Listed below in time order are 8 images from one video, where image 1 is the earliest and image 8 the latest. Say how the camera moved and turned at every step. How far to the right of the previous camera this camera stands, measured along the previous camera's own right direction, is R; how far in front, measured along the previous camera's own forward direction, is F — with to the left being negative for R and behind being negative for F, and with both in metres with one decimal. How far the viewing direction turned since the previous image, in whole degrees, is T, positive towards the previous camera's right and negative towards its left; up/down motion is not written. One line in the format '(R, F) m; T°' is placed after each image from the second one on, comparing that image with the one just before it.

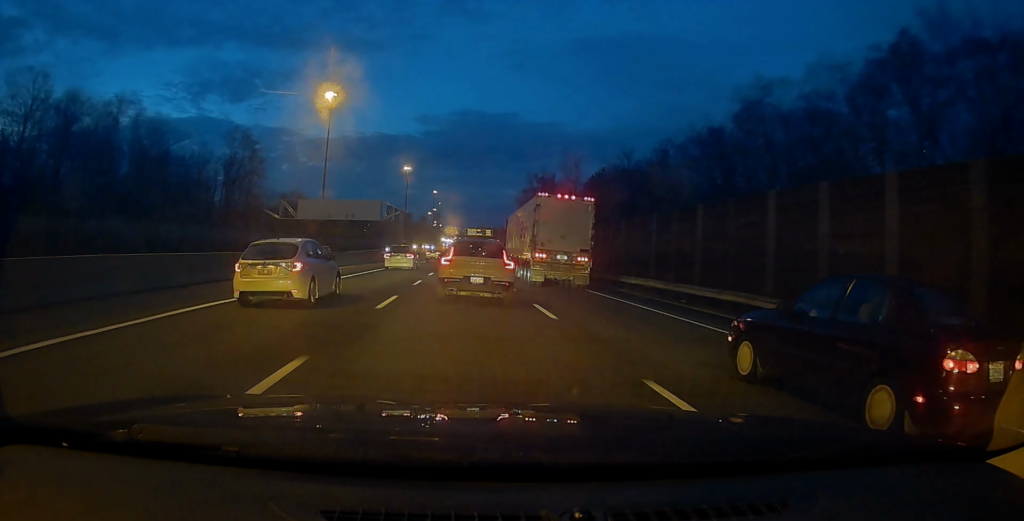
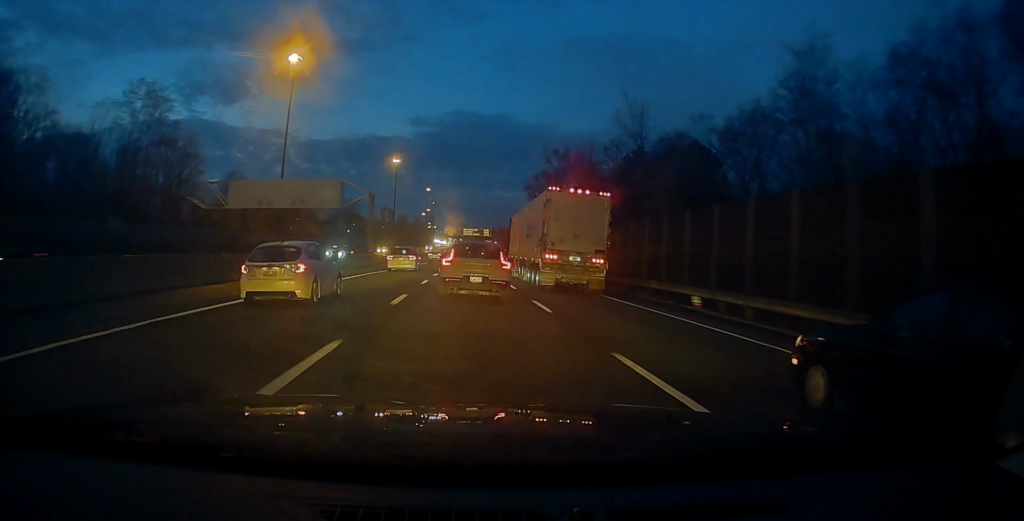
(0.0, +26.2) m; 0°
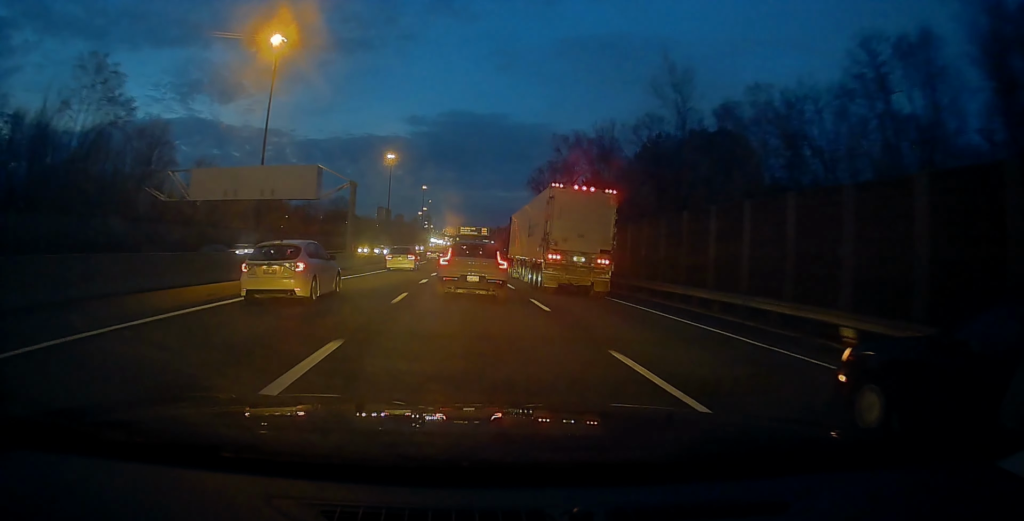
(0.0, +8.9) m; 0°
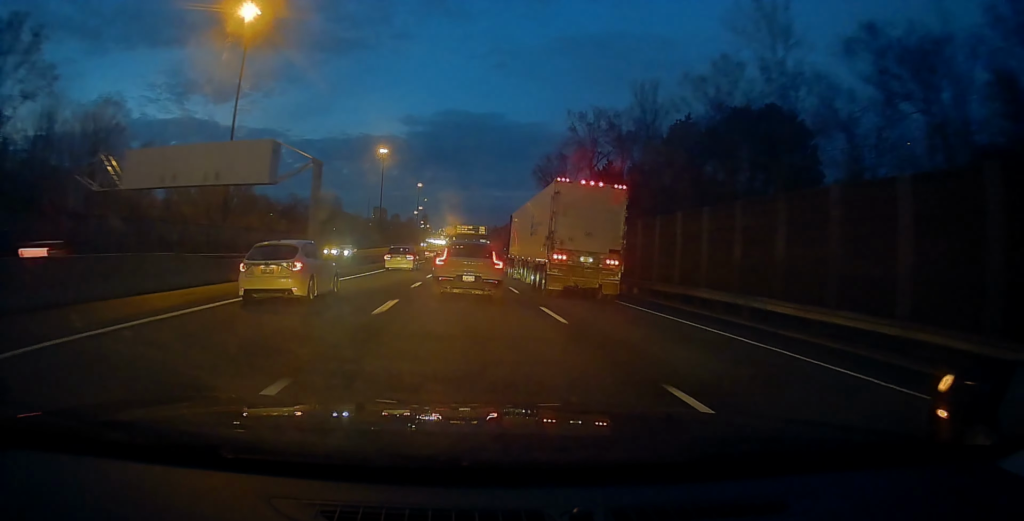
(0.0, +11.6) m; -1°
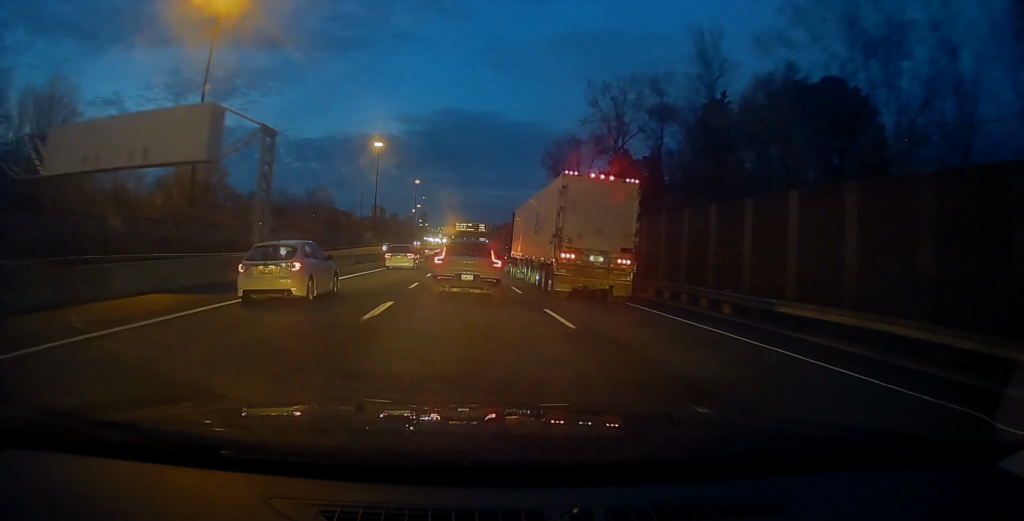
(0.0, +9.9) m; 0°
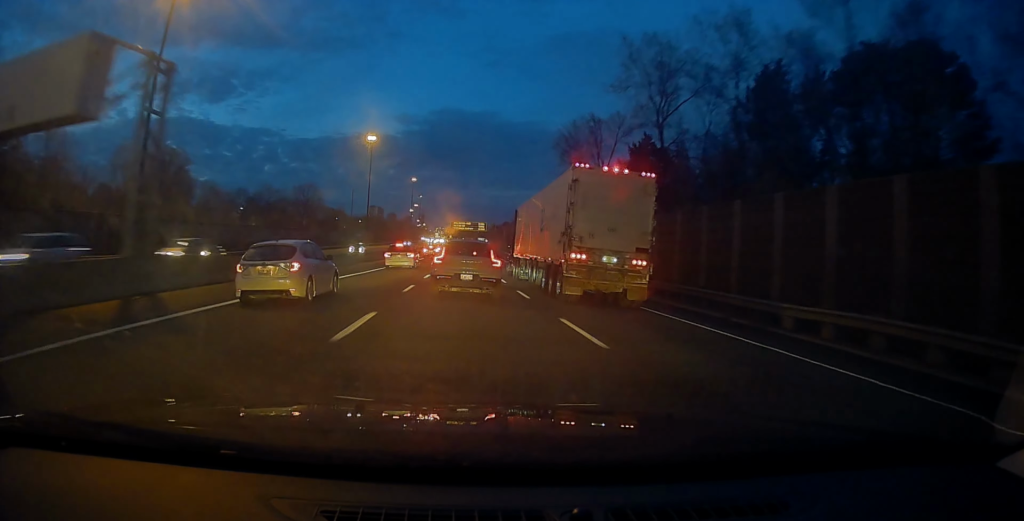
(-0.2, +11.4) m; 0°
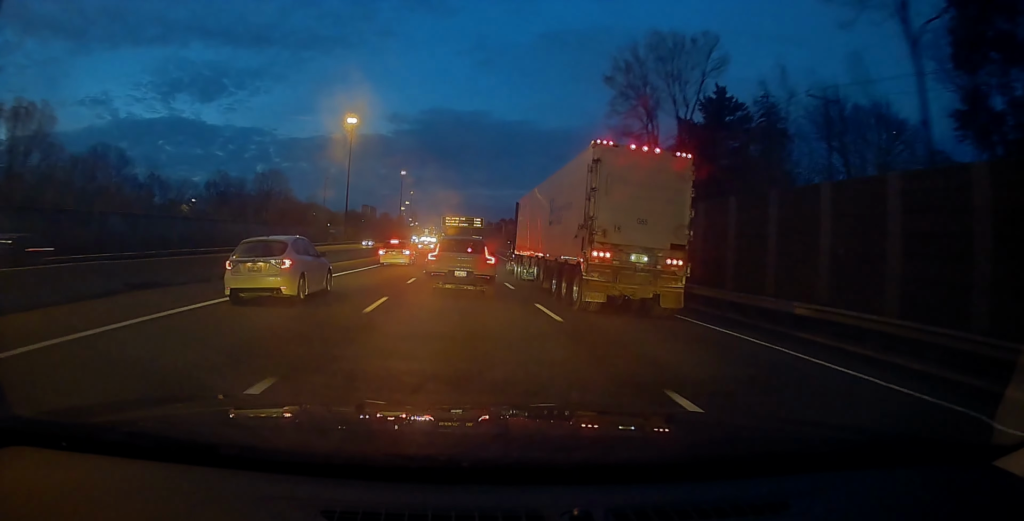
(+0.5, +25.0) m; +2°
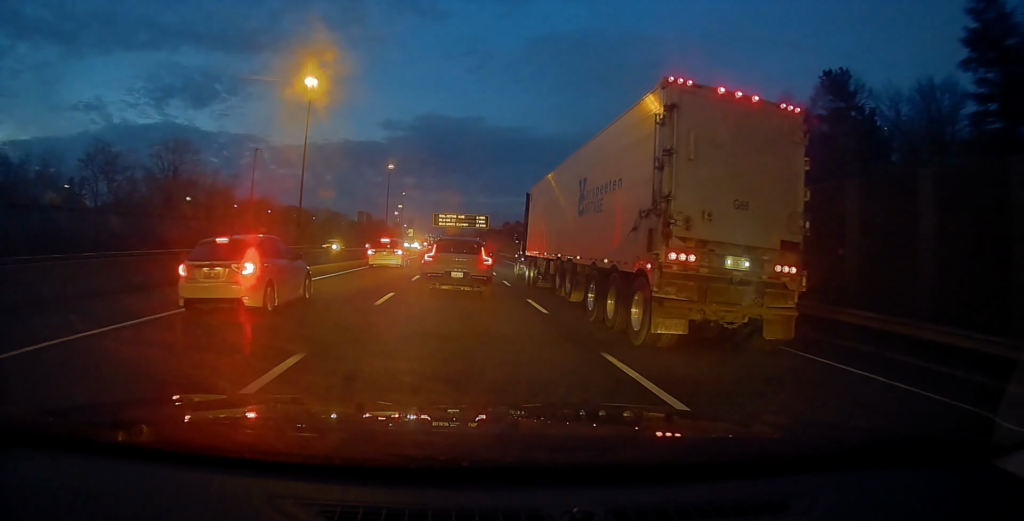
(0.0, +45.4) m; 0°
